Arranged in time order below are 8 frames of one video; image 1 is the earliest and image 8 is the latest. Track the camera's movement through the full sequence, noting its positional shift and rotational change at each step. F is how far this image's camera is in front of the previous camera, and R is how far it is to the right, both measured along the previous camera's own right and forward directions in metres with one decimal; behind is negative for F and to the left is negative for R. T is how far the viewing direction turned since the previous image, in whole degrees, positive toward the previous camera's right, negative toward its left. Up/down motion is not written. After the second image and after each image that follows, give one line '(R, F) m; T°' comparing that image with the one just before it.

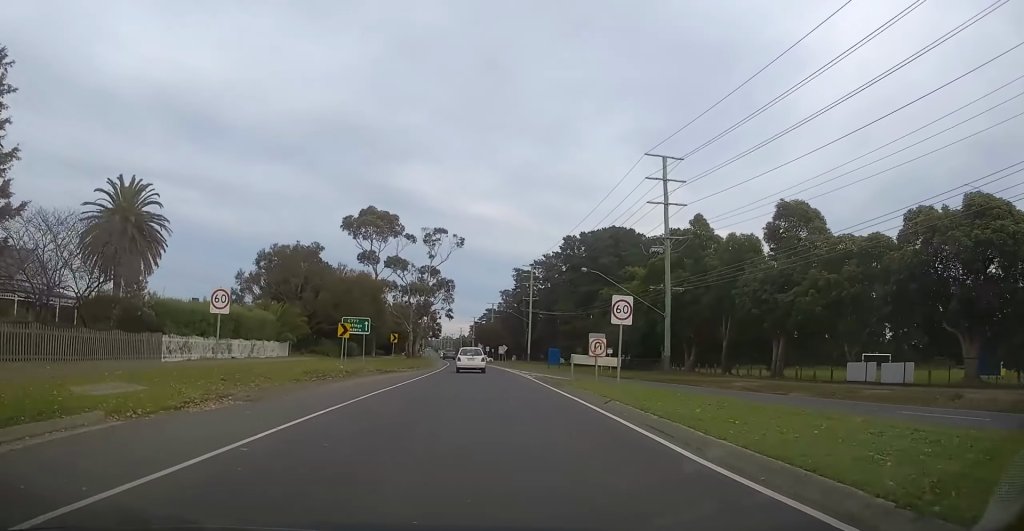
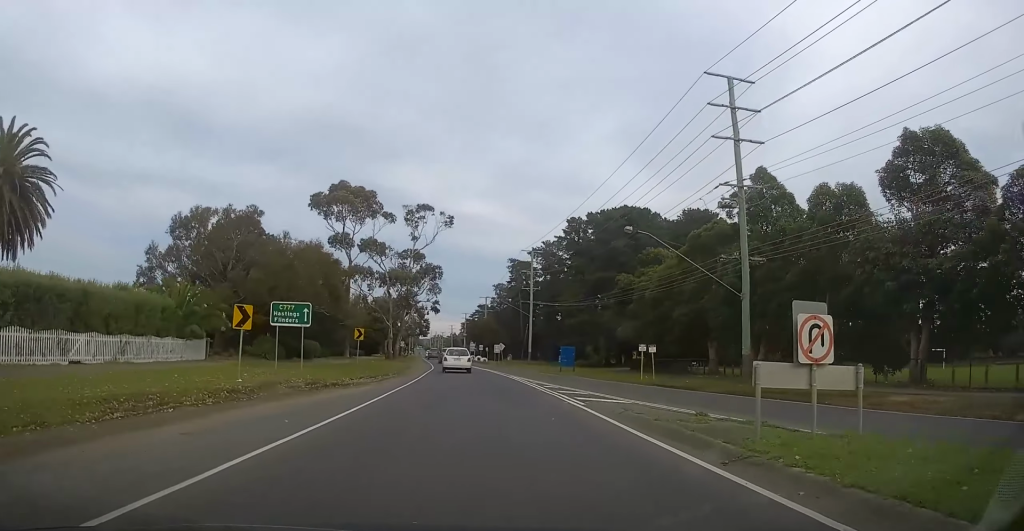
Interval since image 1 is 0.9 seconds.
(+0.1, +15.0) m; +1°
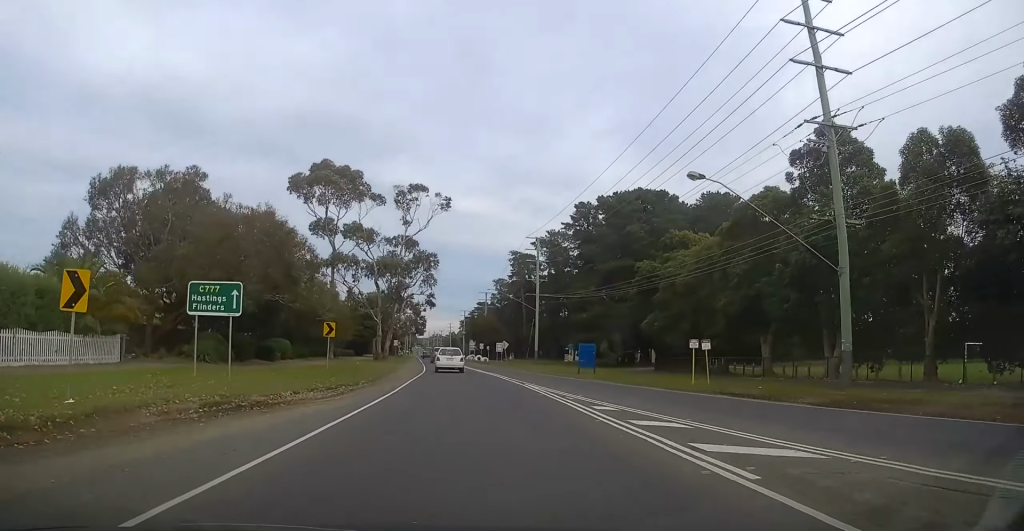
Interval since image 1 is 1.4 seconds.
(0.0, +9.4) m; 0°
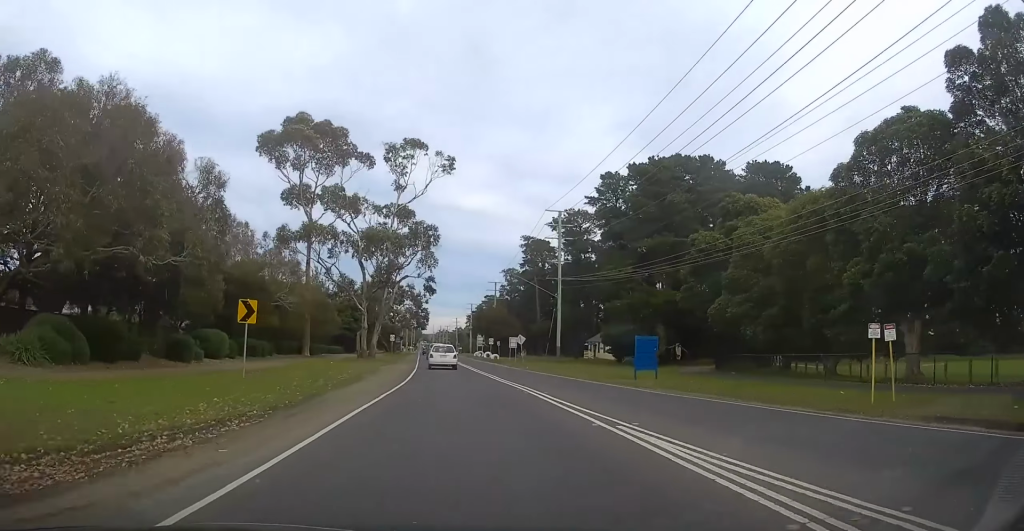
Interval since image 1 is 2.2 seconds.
(+0.1, +14.0) m; -2°
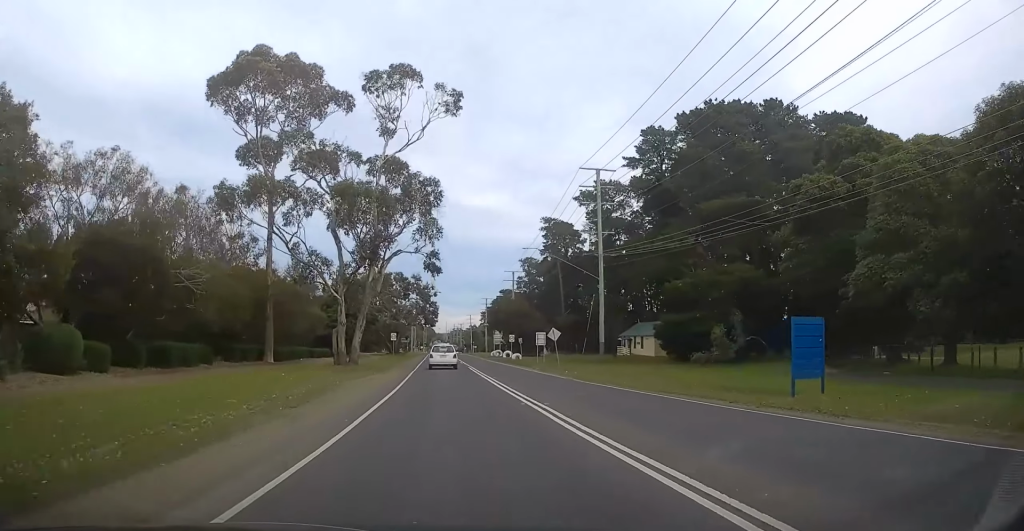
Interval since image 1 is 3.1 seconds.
(-0.6, +15.6) m; 0°
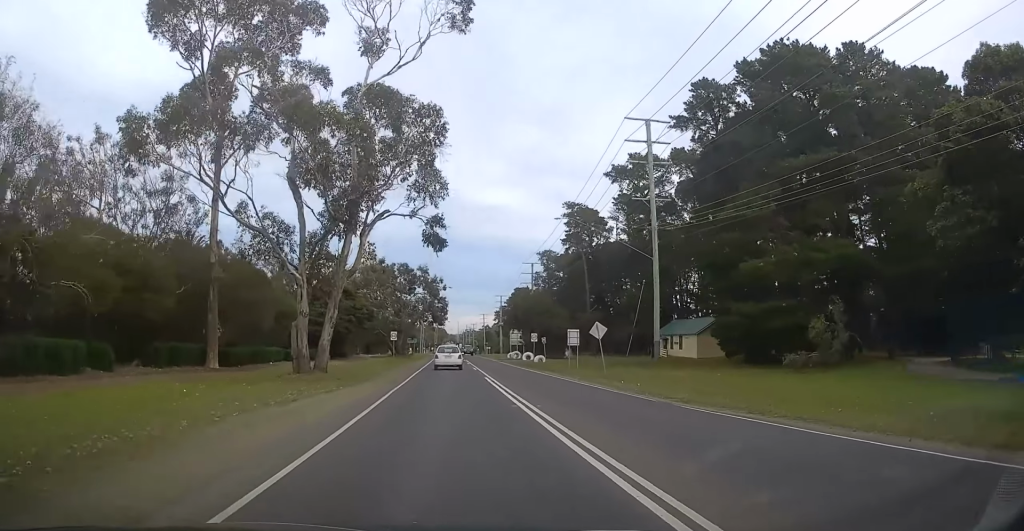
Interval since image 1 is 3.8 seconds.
(+0.3, +12.4) m; 0°
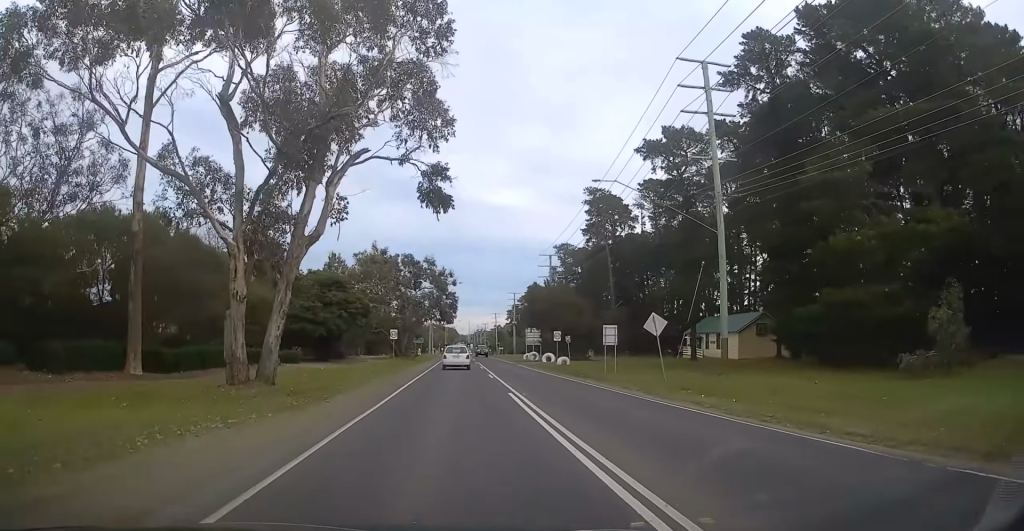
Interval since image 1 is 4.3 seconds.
(+0.2, +9.3) m; 0°
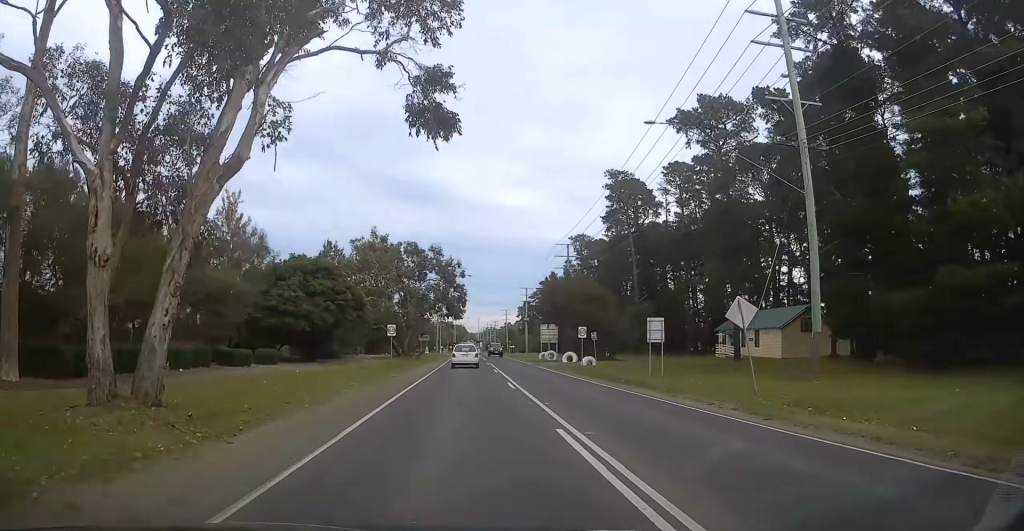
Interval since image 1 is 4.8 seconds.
(-0.3, +8.0) m; -1°
